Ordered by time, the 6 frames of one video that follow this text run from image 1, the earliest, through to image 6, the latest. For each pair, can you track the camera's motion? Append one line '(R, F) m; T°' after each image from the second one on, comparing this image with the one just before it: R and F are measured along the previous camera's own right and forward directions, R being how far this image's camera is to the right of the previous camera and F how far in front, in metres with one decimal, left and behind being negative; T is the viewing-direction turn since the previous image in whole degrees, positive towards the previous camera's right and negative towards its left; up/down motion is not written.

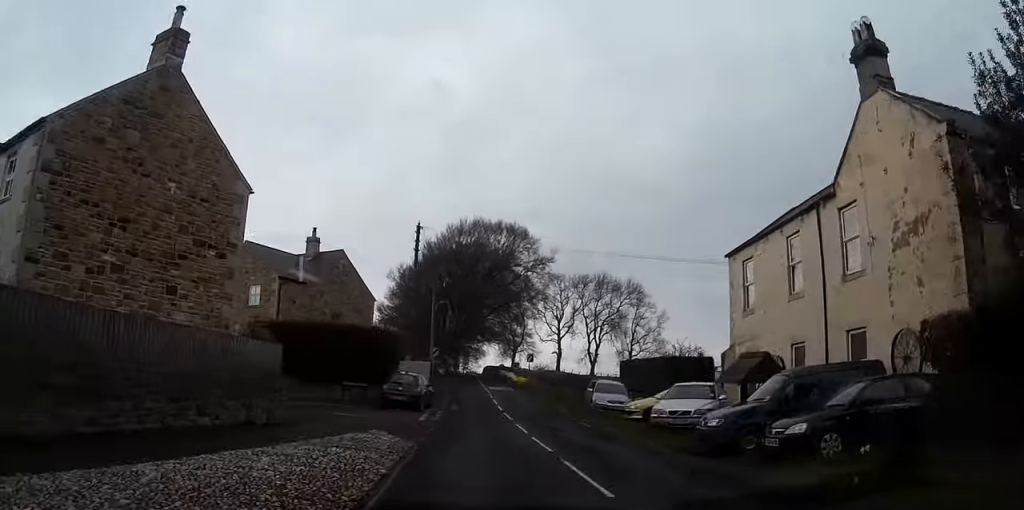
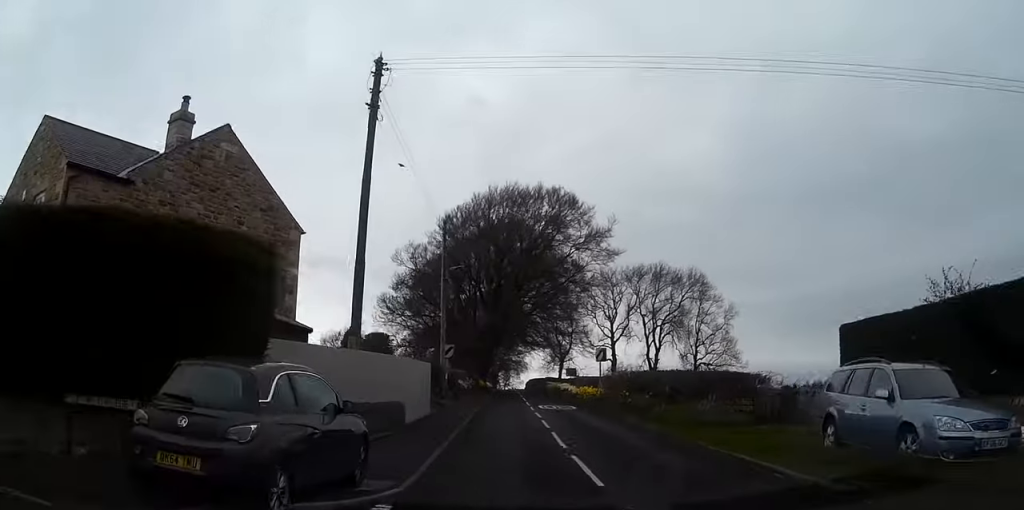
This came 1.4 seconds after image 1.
(-0.5, +22.3) m; -2°
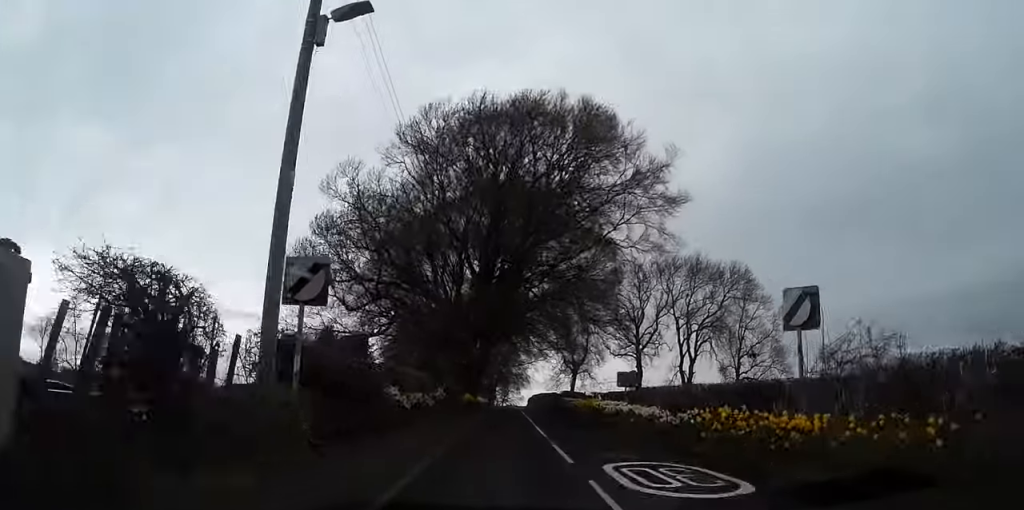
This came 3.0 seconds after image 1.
(+0.1, +26.2) m; 0°
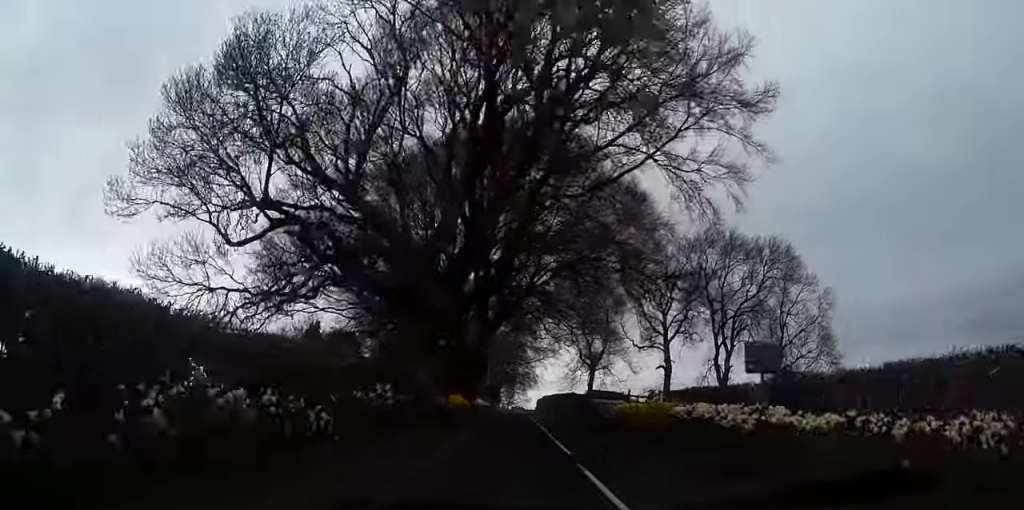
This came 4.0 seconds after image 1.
(0.0, +16.1) m; 0°
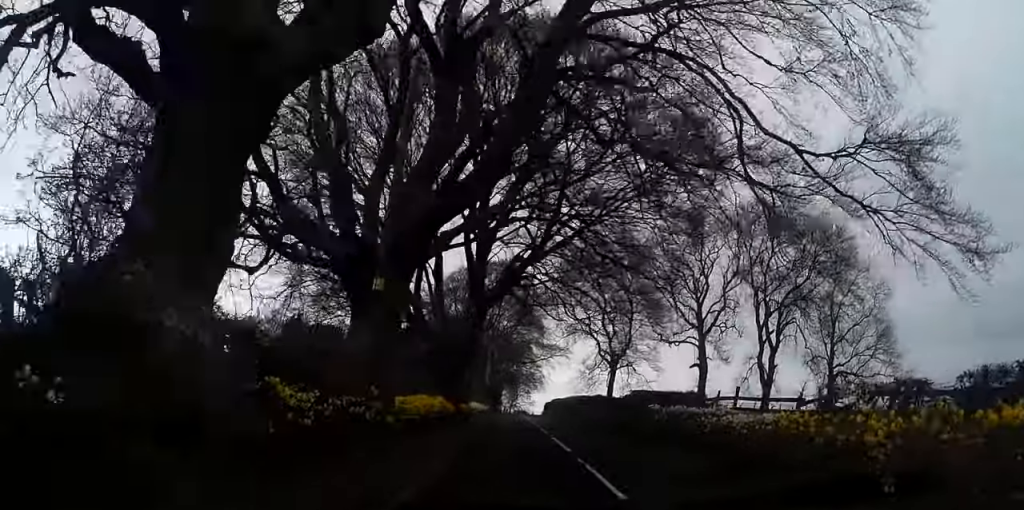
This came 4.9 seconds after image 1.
(-0.1, +15.3) m; 0°
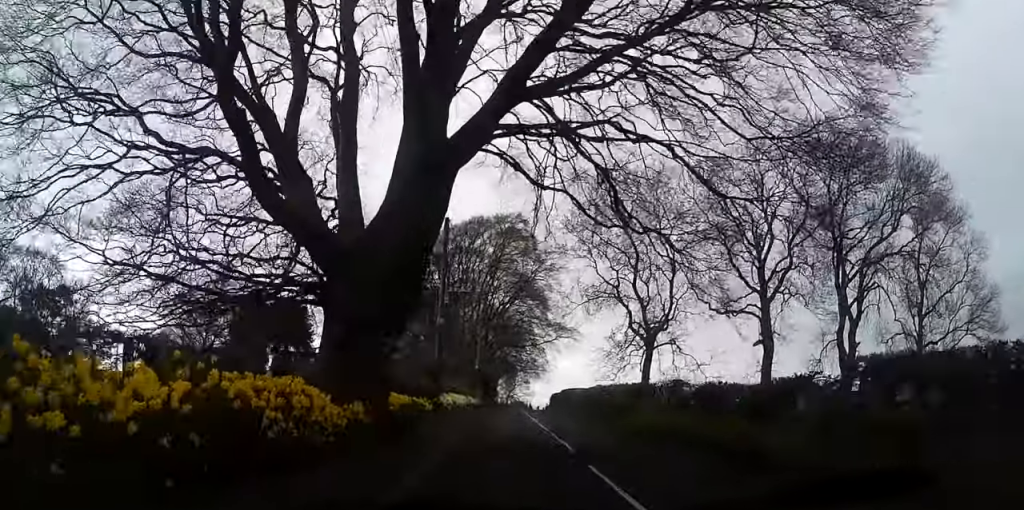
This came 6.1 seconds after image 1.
(-0.1, +20.2) m; -1°
